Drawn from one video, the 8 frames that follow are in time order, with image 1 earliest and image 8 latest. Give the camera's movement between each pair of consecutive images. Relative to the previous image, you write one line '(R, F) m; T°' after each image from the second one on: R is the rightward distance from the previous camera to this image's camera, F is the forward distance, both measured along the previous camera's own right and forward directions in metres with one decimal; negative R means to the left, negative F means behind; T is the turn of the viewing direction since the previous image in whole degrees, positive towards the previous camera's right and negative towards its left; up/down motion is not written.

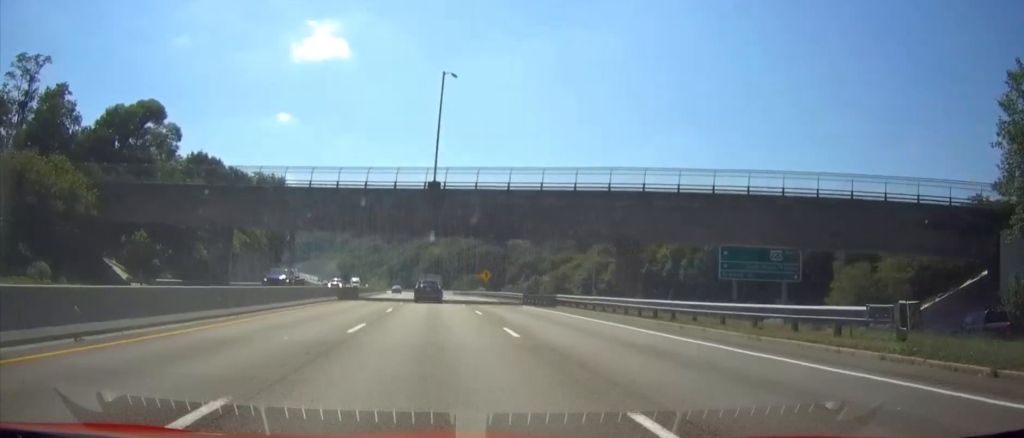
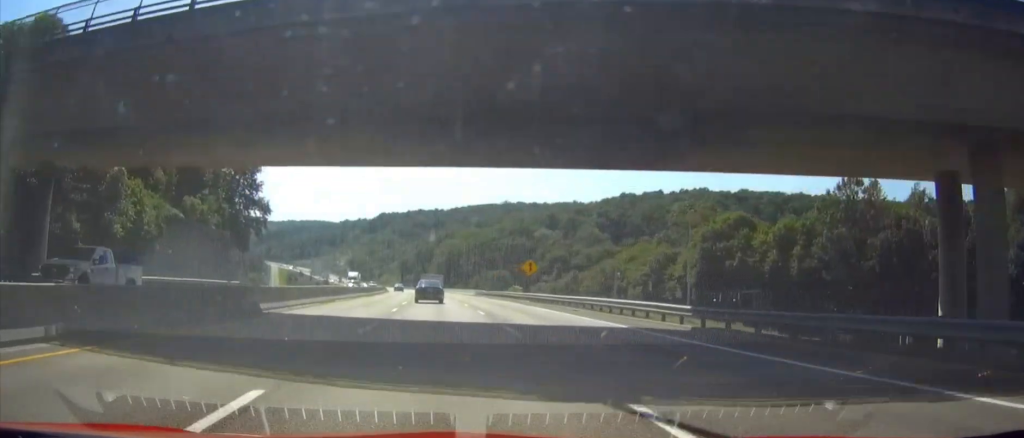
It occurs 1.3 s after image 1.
(-0.5, +36.3) m; -1°
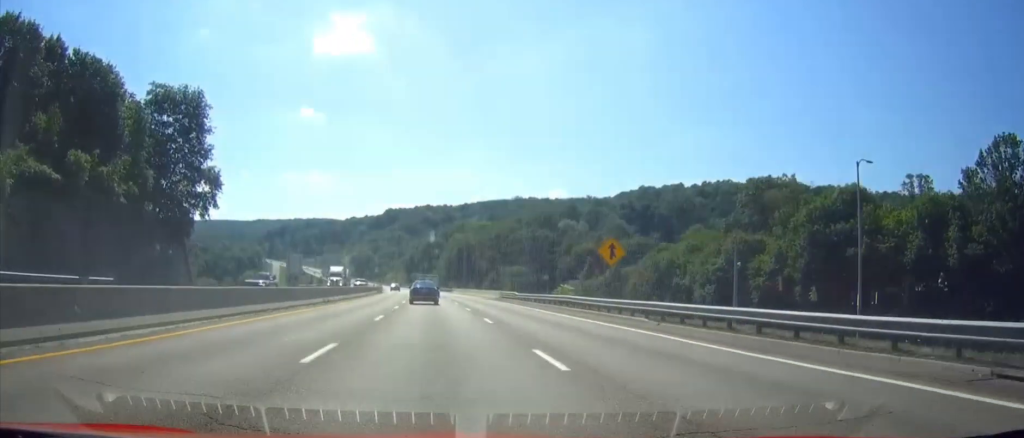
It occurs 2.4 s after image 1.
(0.0, +30.6) m; 0°
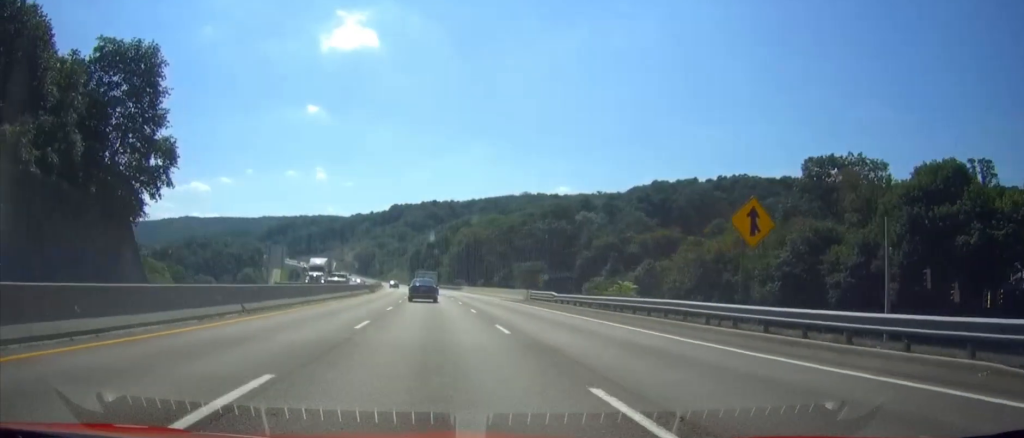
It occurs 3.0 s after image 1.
(-0.1, +17.4) m; -1°
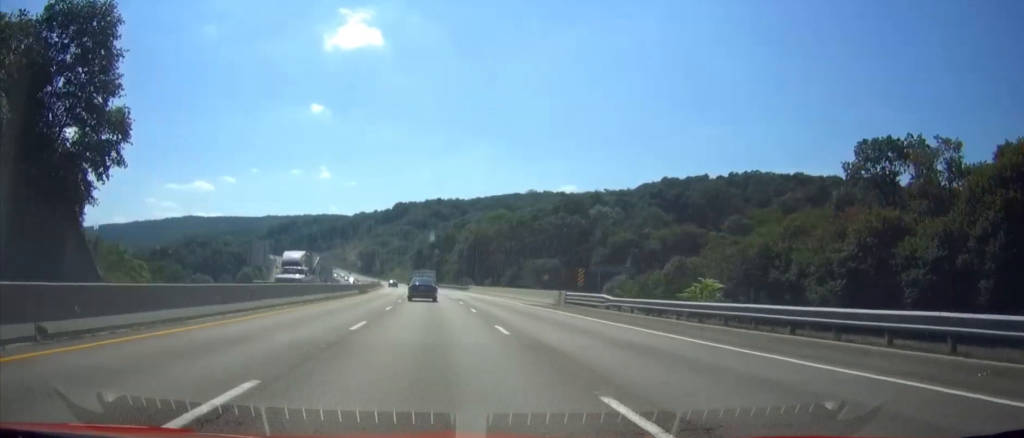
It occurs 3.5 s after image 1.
(0.0, +12.9) m; -1°
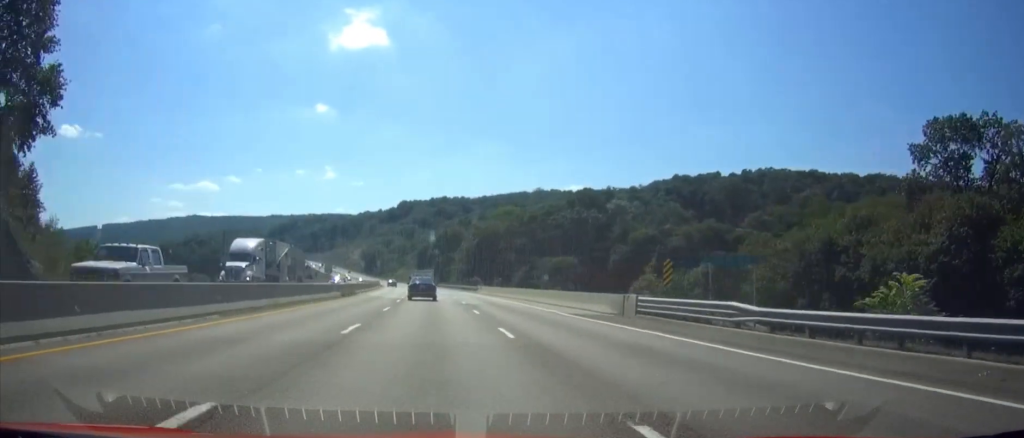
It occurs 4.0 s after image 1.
(-0.2, +13.7) m; 0°
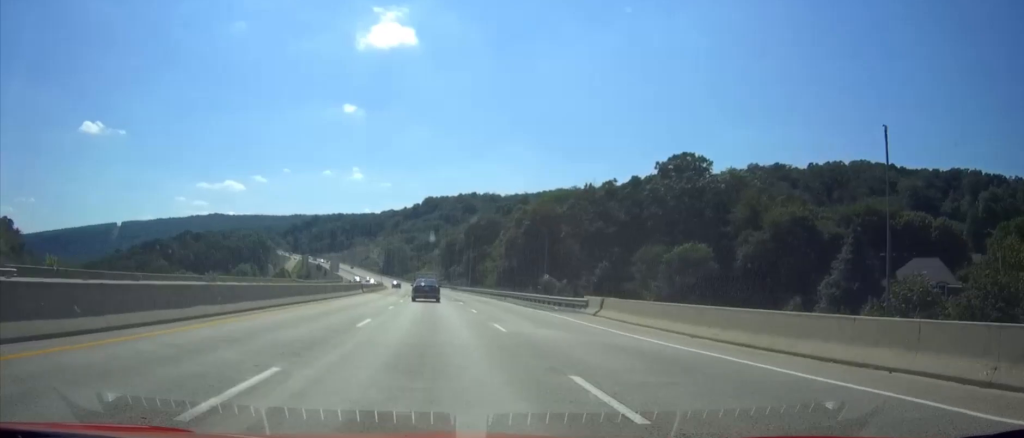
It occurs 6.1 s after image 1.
(-1.3, +57.1) m; -2°
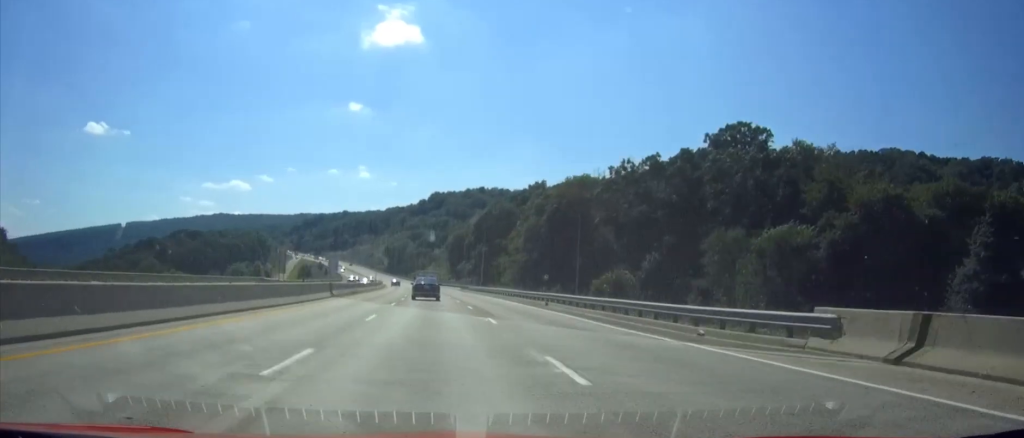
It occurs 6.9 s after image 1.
(-0.1, +21.7) m; -1°
